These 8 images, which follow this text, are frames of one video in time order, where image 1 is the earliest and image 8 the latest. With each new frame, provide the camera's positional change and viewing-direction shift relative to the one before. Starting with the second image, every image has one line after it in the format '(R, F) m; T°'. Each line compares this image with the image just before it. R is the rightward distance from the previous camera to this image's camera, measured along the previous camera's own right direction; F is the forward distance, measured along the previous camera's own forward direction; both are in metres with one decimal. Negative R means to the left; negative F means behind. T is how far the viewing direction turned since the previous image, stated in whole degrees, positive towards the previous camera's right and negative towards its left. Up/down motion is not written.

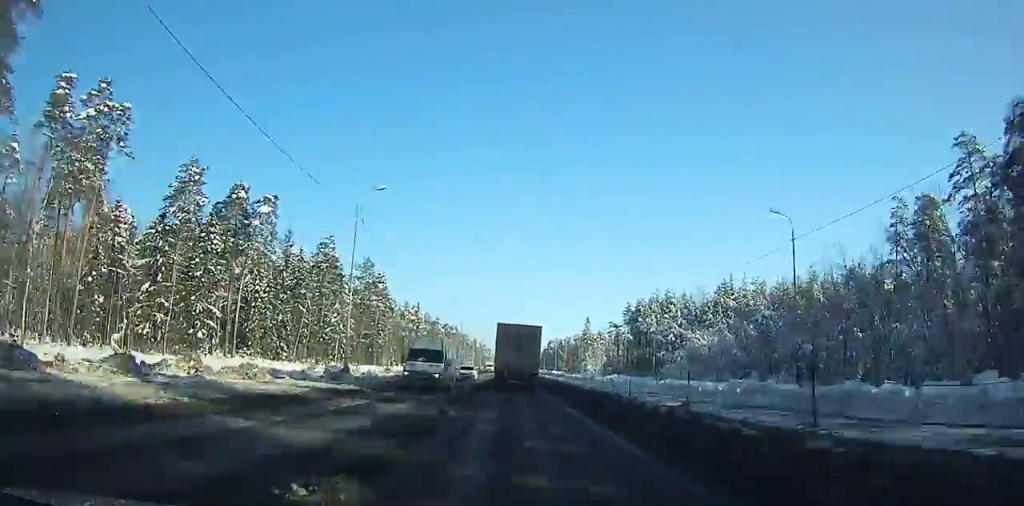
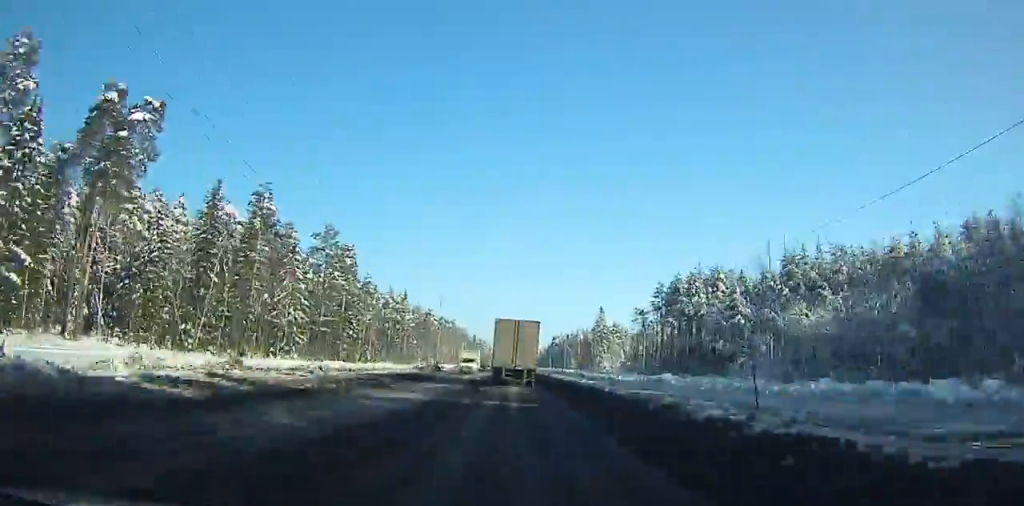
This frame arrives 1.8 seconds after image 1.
(-0.1, +32.6) m; 0°
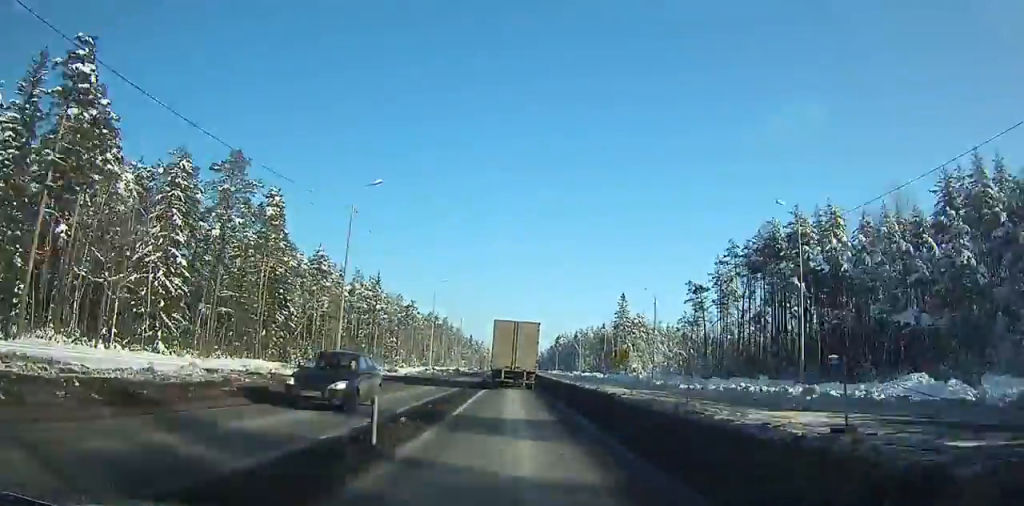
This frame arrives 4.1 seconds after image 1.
(-0.1, +41.3) m; -3°
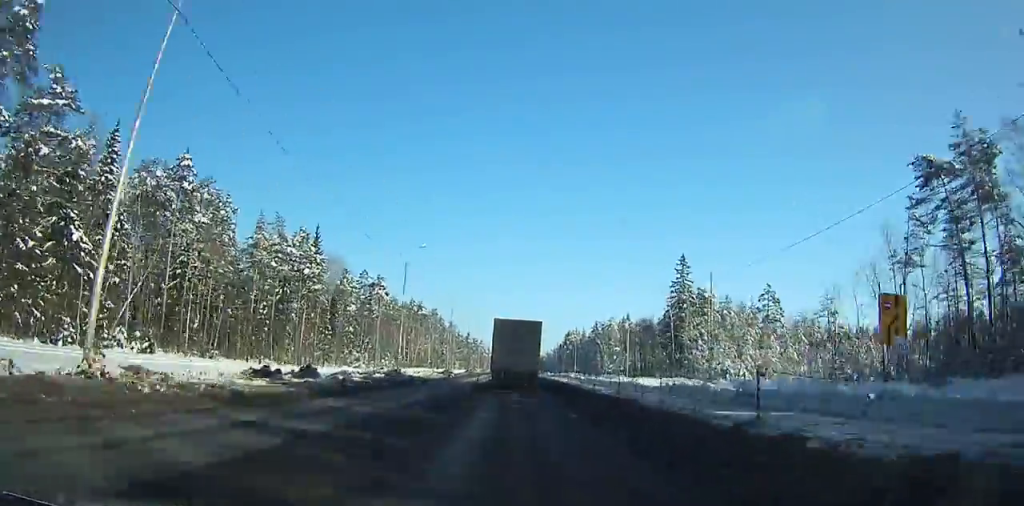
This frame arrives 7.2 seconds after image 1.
(-2.2, +44.1) m; +3°
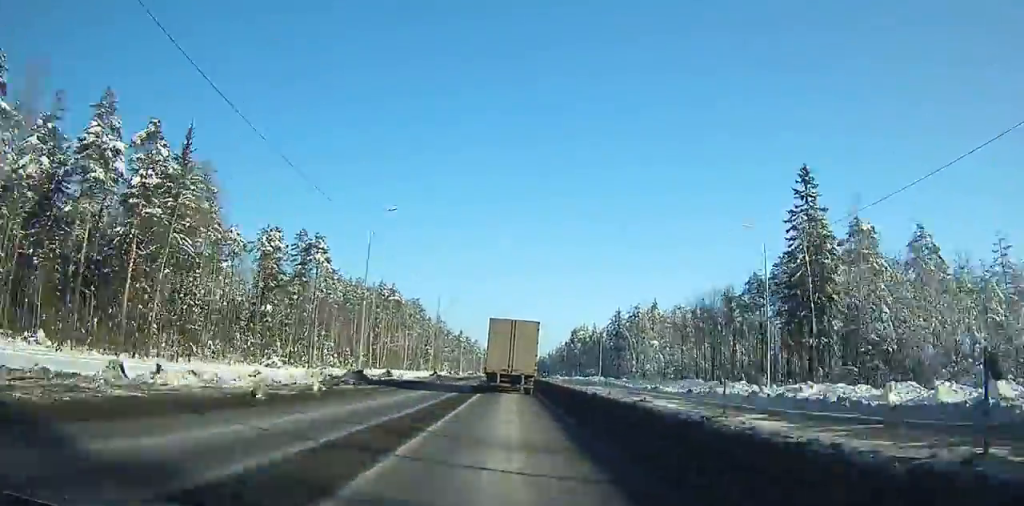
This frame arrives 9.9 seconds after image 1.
(+3.0, +40.9) m; +6°
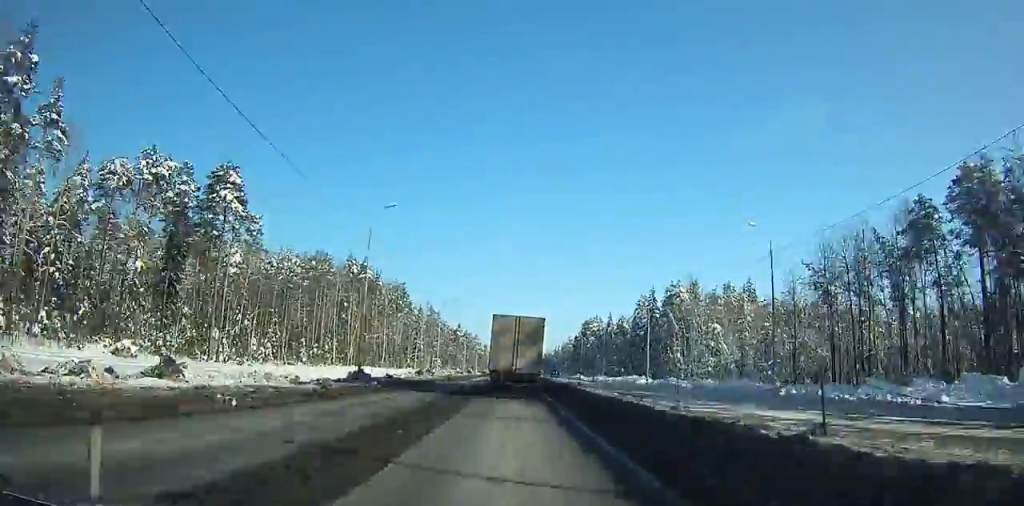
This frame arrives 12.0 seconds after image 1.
(+4.1, +41.1) m; +1°
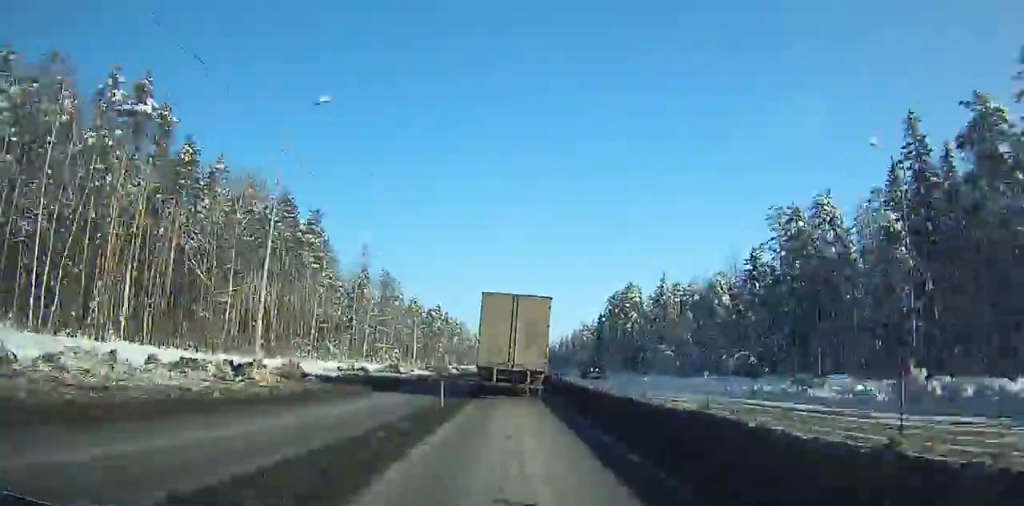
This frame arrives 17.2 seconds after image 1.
(-14.4, +90.3) m; -11°
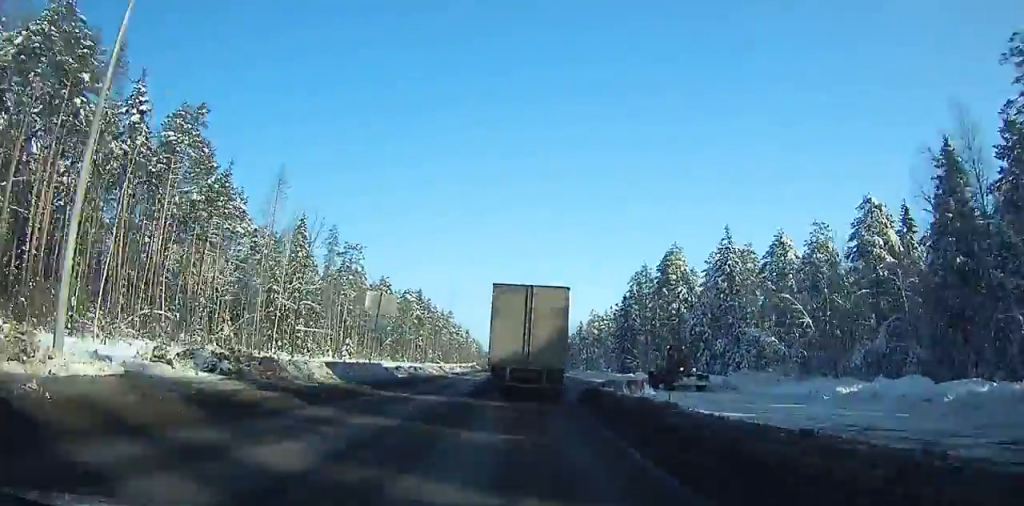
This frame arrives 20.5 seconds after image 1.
(+1.1, +52.4) m; +7°
